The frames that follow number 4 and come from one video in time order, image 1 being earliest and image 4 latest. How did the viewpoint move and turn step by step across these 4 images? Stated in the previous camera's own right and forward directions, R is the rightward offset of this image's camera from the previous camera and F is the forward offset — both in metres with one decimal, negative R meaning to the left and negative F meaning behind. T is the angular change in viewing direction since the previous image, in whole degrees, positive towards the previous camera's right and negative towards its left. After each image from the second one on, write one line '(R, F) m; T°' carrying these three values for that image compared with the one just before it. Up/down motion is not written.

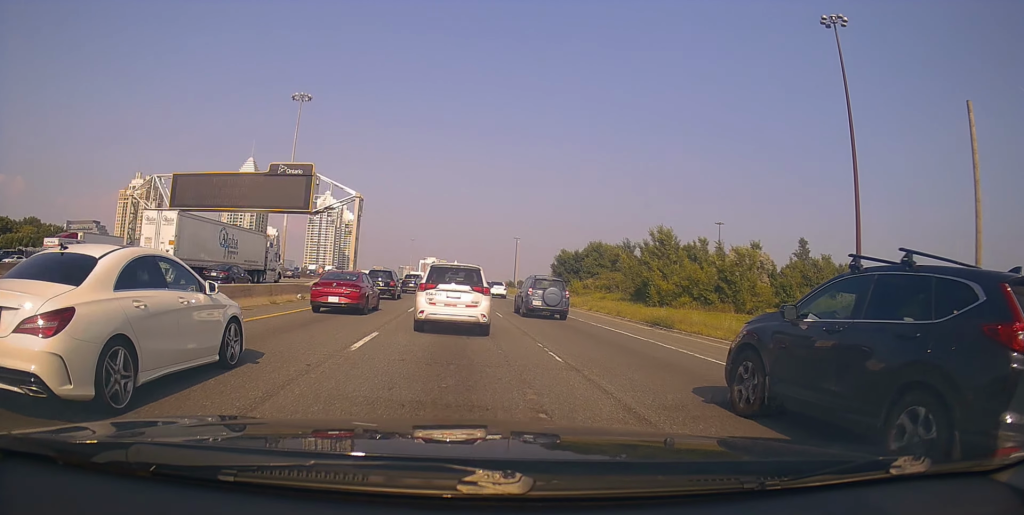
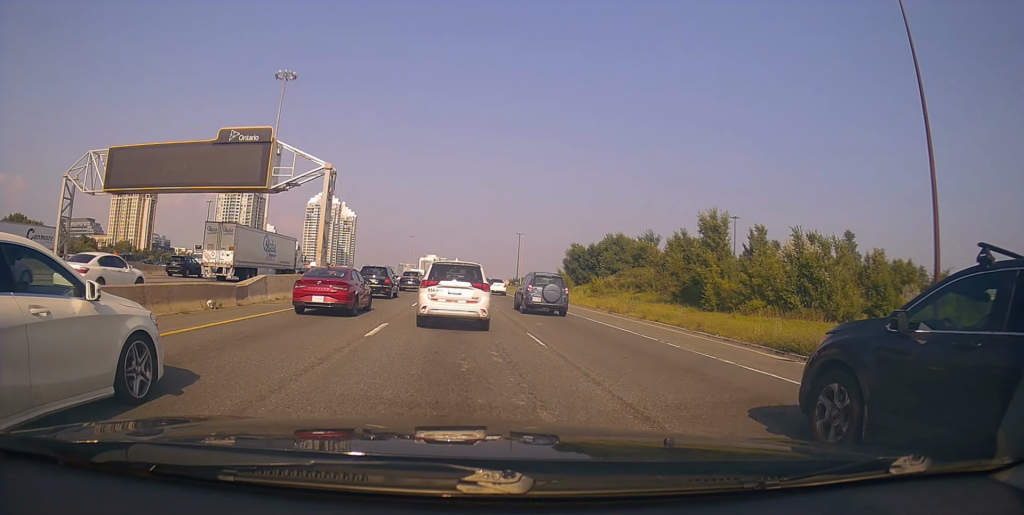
(+0.3, +9.4) m; +2°
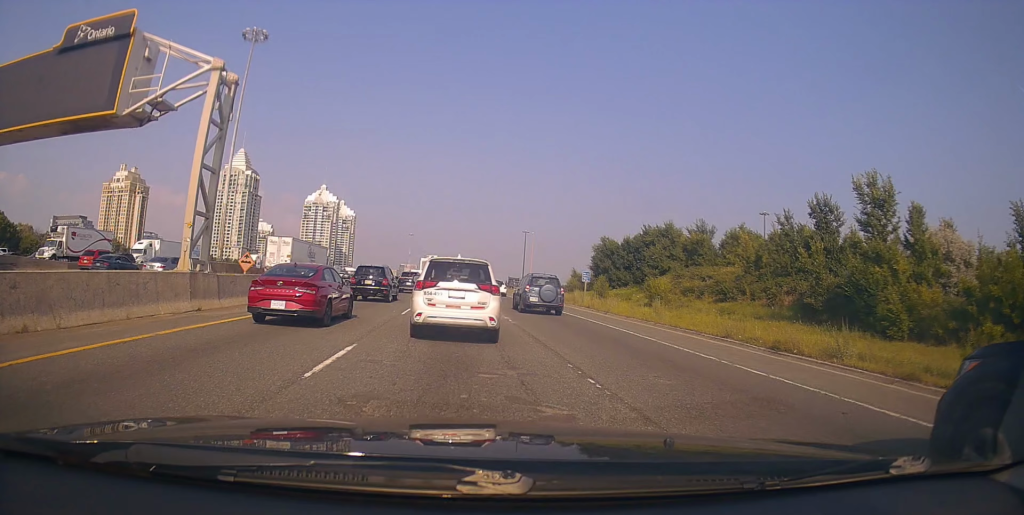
(-0.2, +17.2) m; 0°
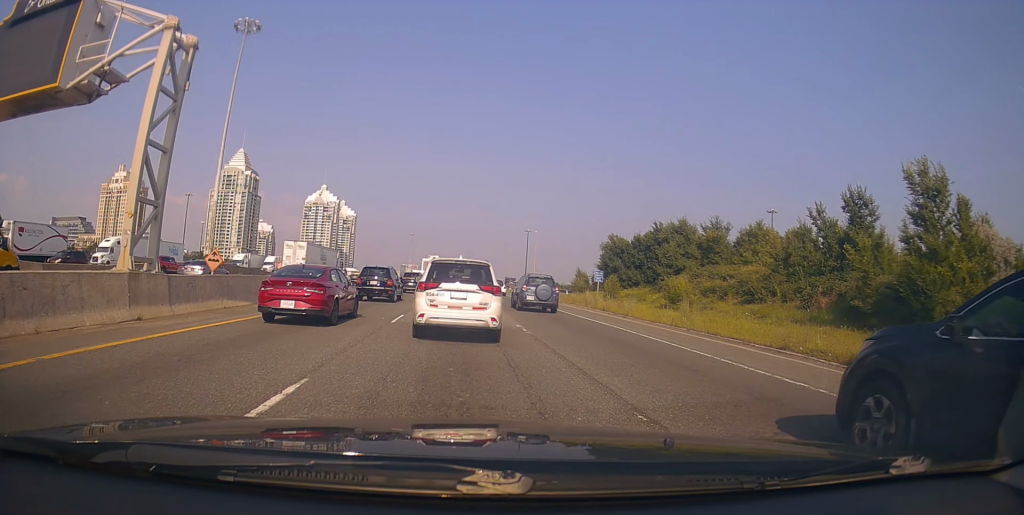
(+0.2, +4.0) m; -3°
